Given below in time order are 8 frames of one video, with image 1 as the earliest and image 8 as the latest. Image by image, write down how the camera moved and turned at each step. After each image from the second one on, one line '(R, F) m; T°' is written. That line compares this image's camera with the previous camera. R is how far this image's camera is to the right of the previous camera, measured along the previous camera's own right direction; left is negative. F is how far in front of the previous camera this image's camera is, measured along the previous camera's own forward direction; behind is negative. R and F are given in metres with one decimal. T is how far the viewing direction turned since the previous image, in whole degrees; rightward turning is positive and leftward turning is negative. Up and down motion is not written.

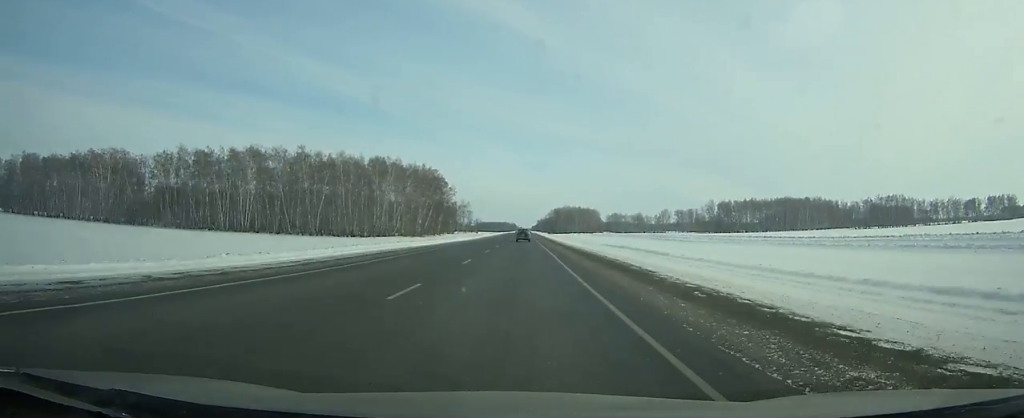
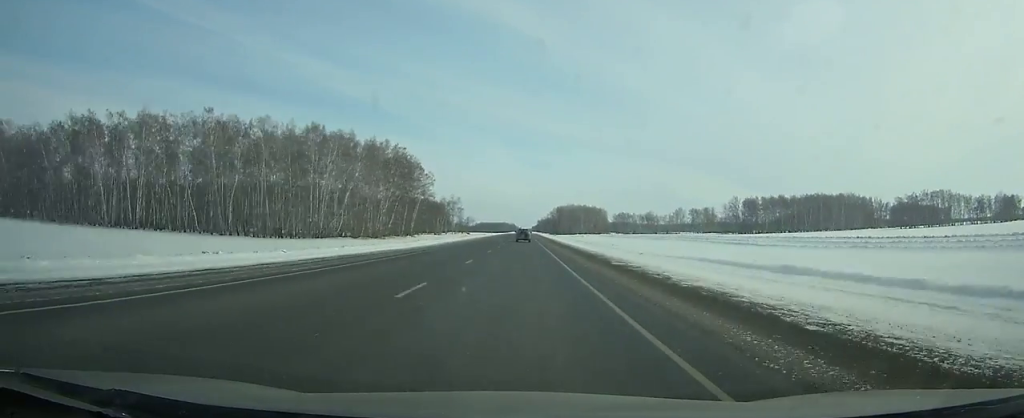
(-0.1, +48.0) m; 0°
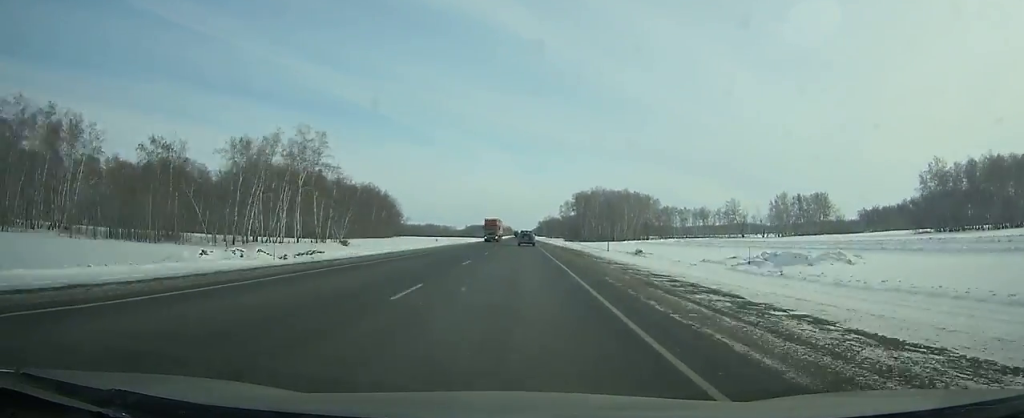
(+0.7, +186.6) m; 0°
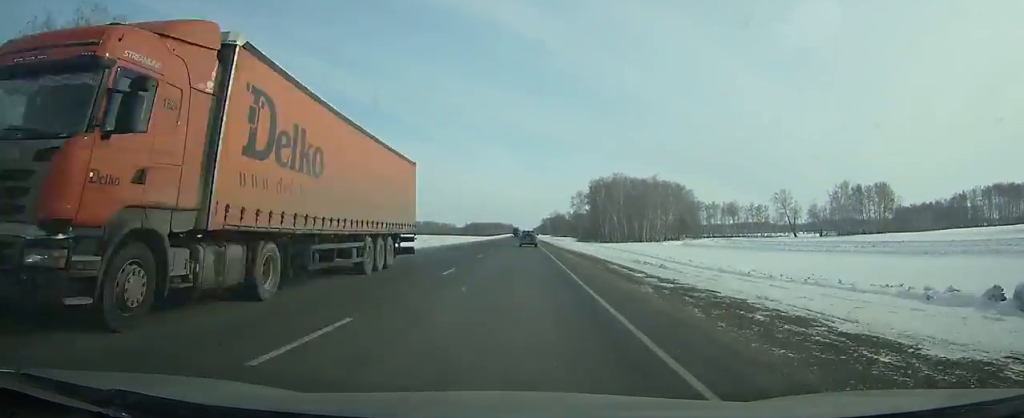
(0.0, +52.5) m; 0°
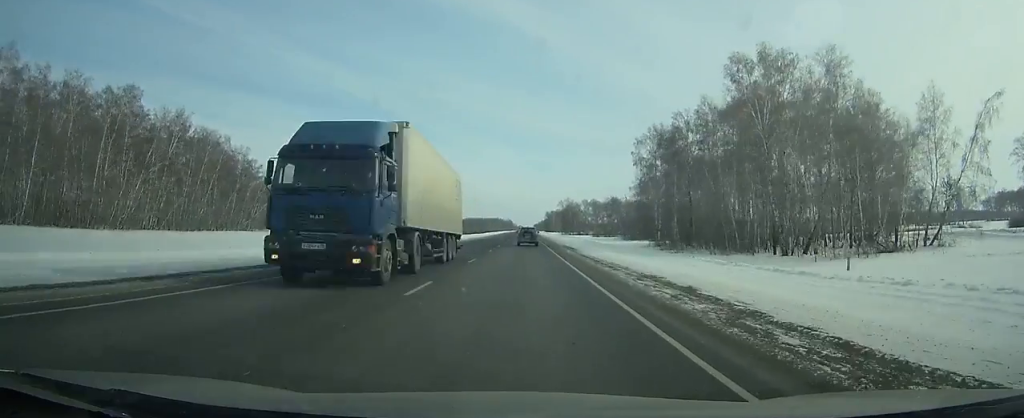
(-0.2, +124.9) m; 0°
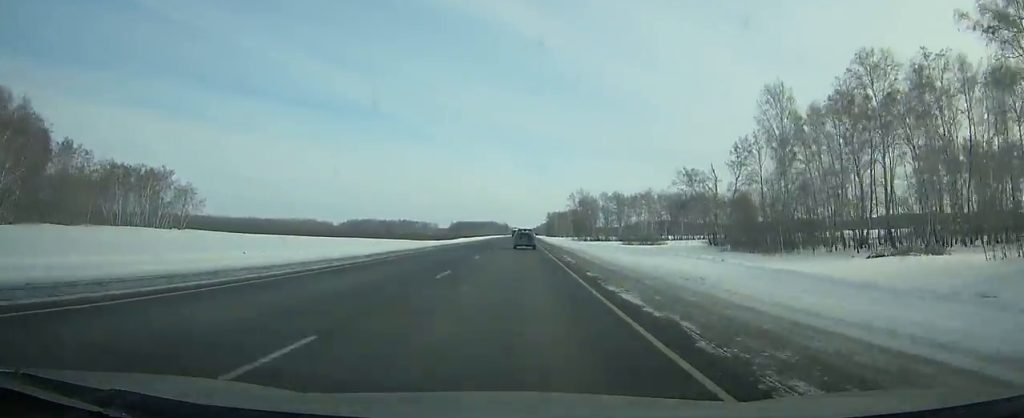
(+0.1, +91.6) m; 0°
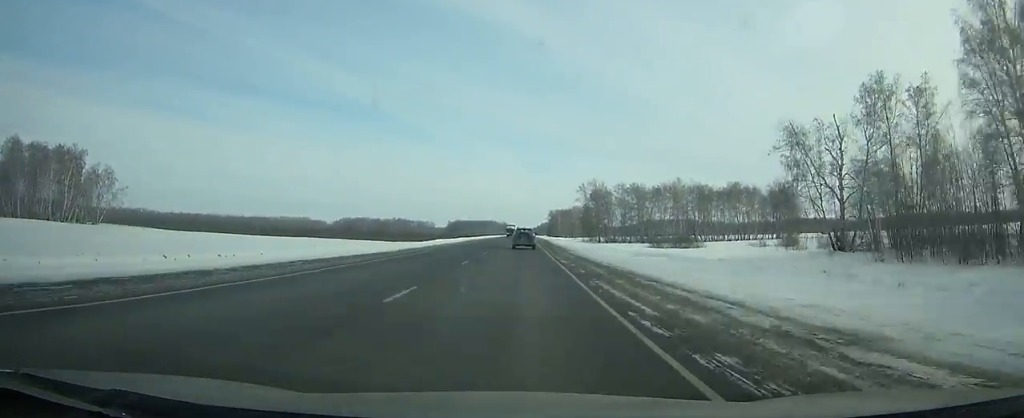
(-0.1, +41.5) m; 0°
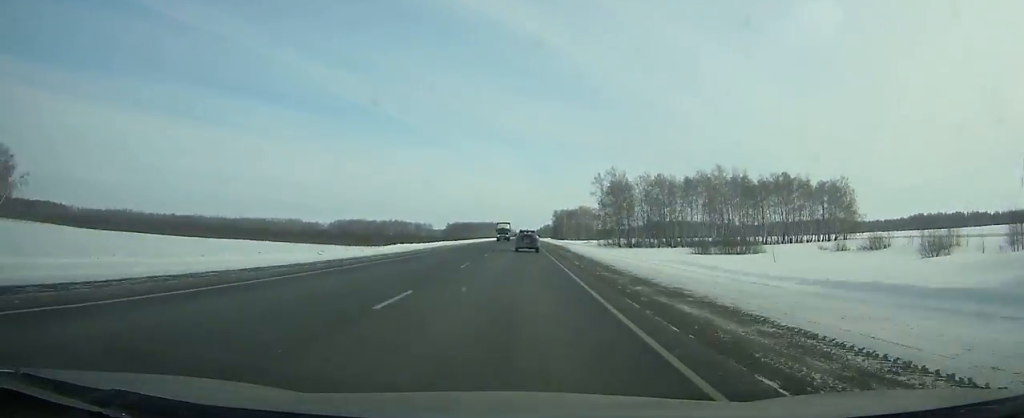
(-0.1, +36.0) m; 0°
